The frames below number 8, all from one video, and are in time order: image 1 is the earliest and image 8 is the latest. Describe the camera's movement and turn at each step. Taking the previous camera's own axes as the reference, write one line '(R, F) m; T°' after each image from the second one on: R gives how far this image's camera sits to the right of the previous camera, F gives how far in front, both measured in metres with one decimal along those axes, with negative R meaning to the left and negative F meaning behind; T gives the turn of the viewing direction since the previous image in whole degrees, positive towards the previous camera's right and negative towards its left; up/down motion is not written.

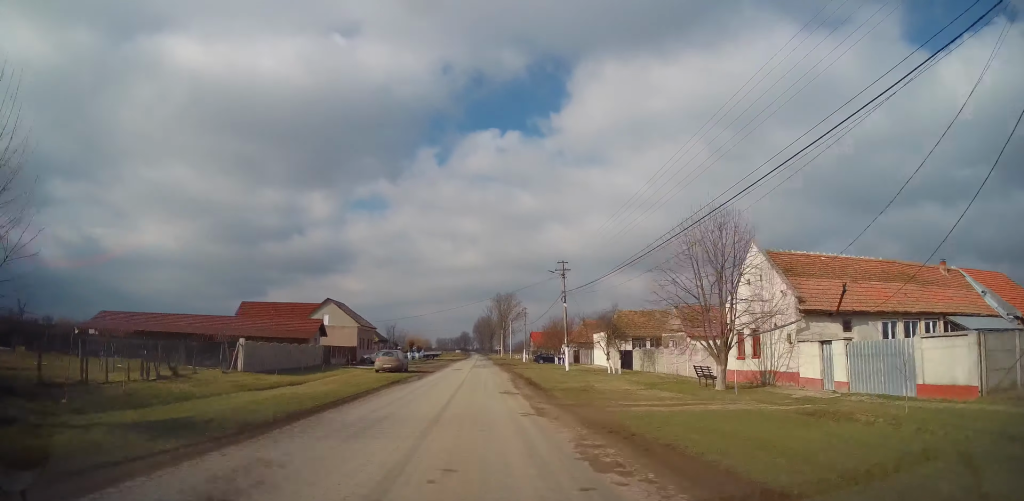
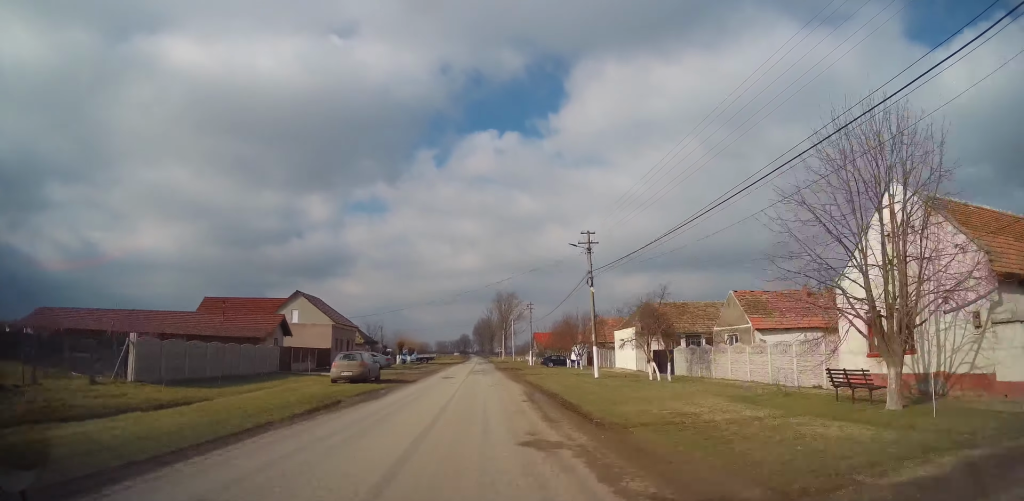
(0.0, +10.0) m; 0°
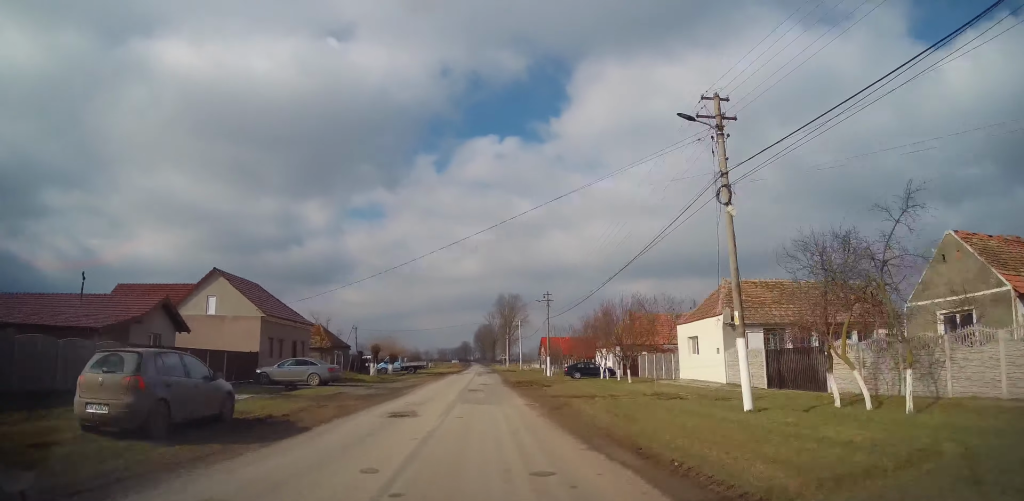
(0.0, +16.8) m; 0°
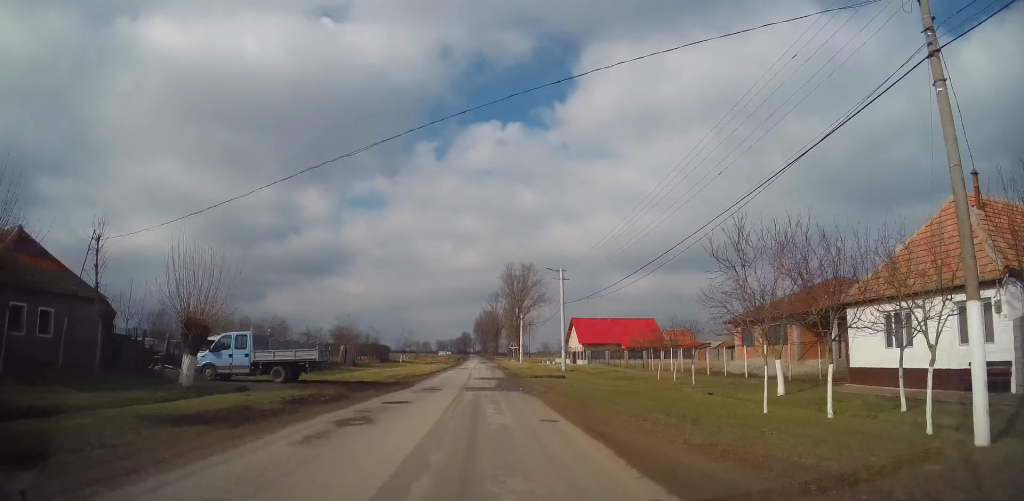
(0.0, +44.7) m; -1°
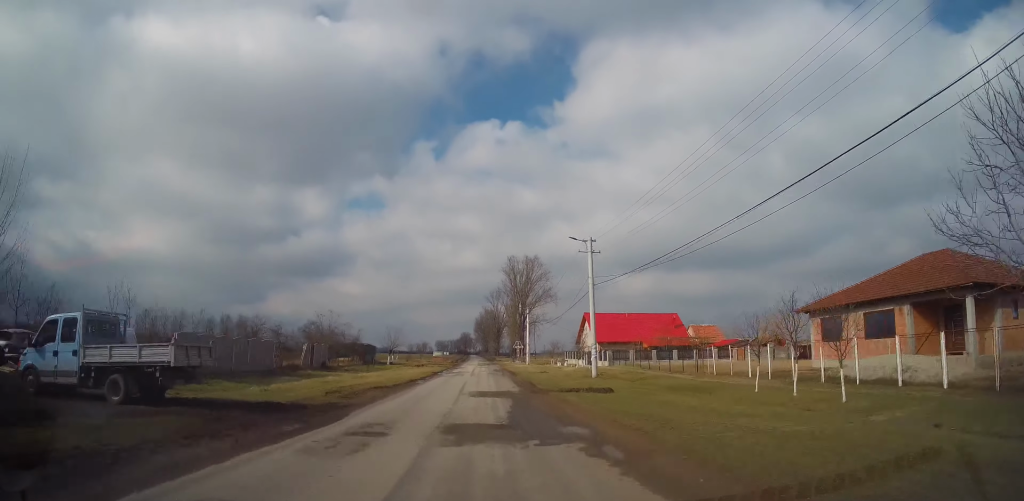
(-0.2, +11.2) m; -1°
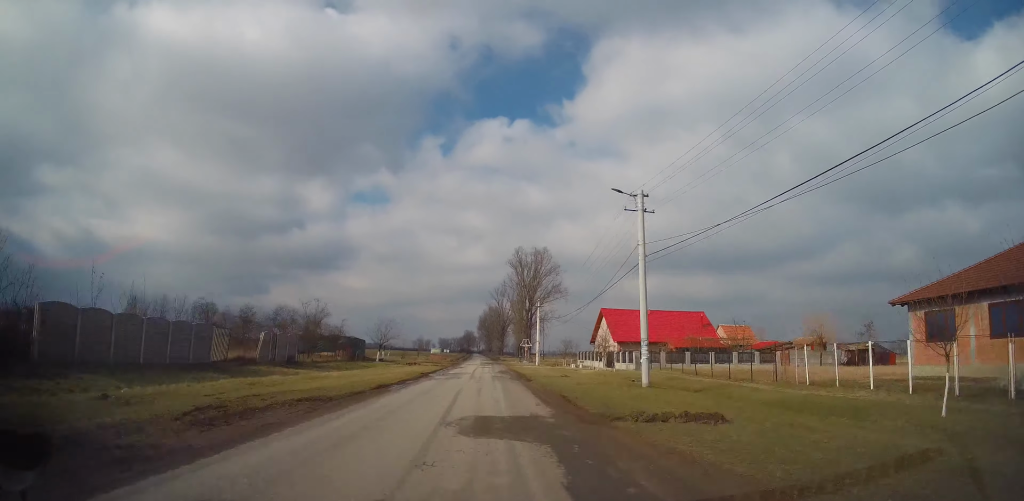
(-0.3, +9.0) m; 0°
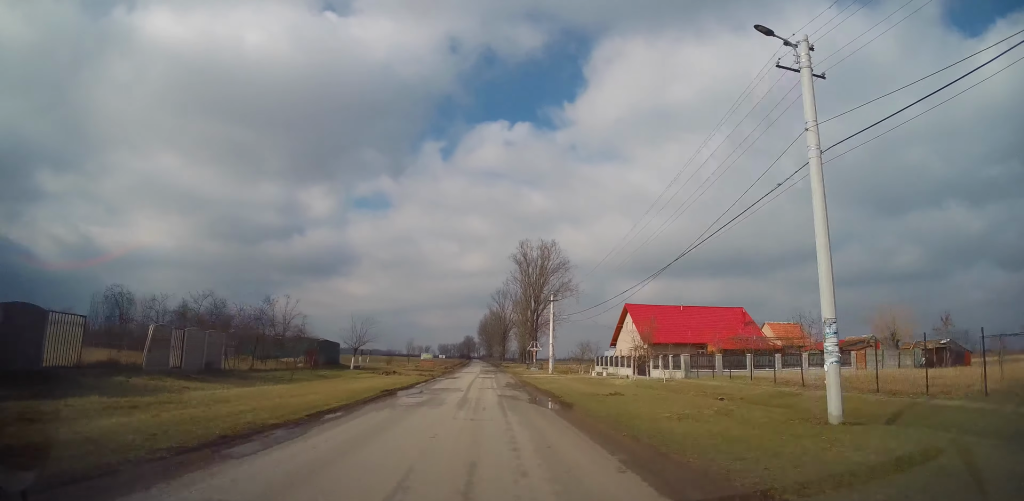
(+0.3, +11.9) m; +1°
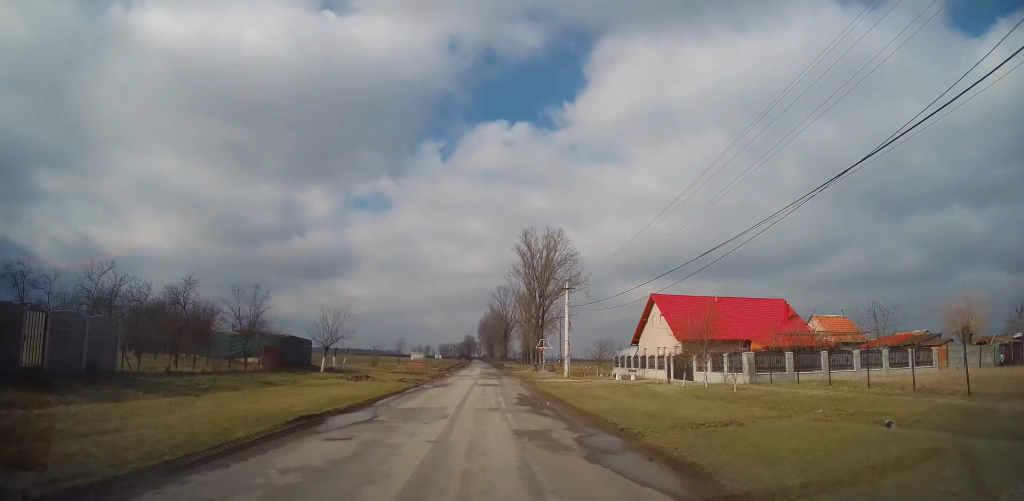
(+0.1, +9.2) m; +1°
